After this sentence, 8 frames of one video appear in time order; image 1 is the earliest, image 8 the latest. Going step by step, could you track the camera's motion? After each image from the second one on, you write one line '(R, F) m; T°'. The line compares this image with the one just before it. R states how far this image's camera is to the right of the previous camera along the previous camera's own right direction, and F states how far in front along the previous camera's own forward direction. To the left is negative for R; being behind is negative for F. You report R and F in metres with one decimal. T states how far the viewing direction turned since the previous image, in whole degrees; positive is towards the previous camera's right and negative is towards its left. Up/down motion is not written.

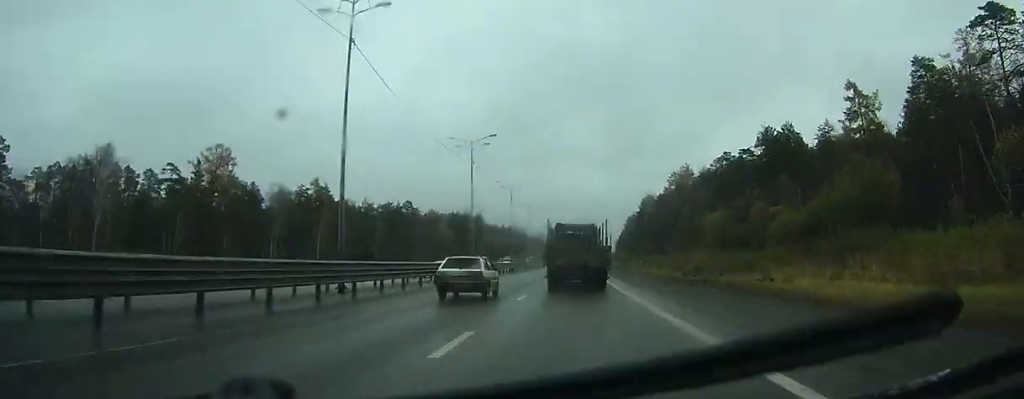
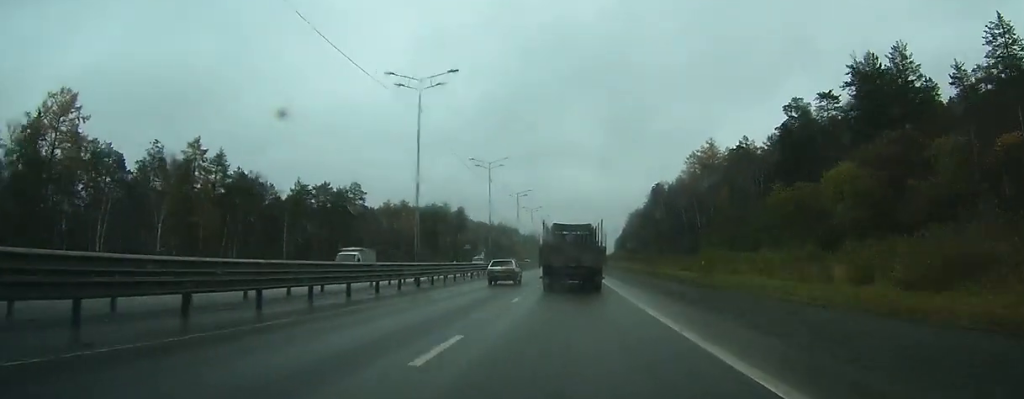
(+0.3, +48.4) m; 0°
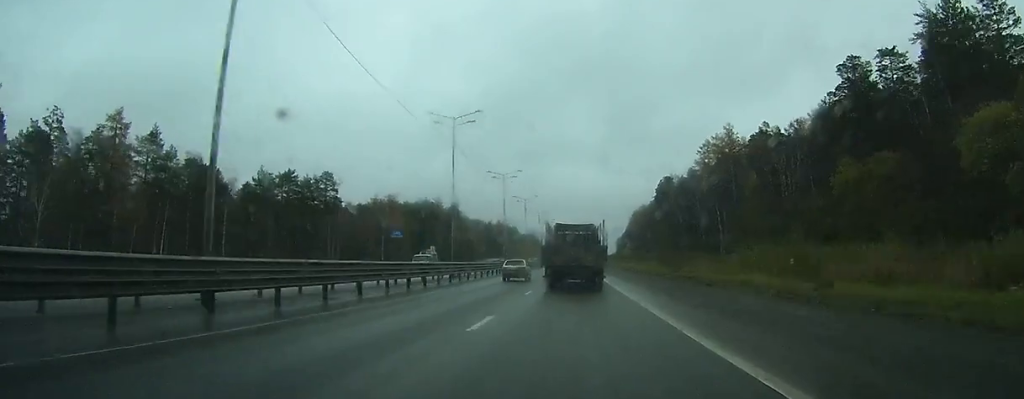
(+0.2, +20.3) m; 0°
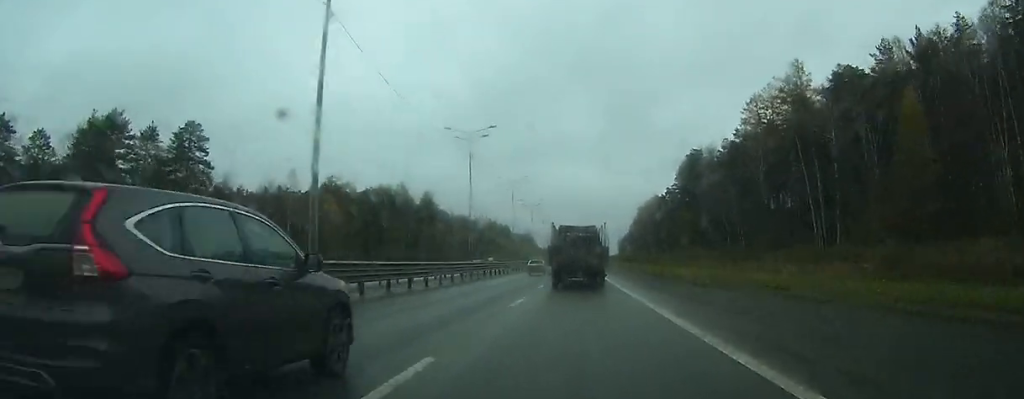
(-0.3, +53.7) m; 0°
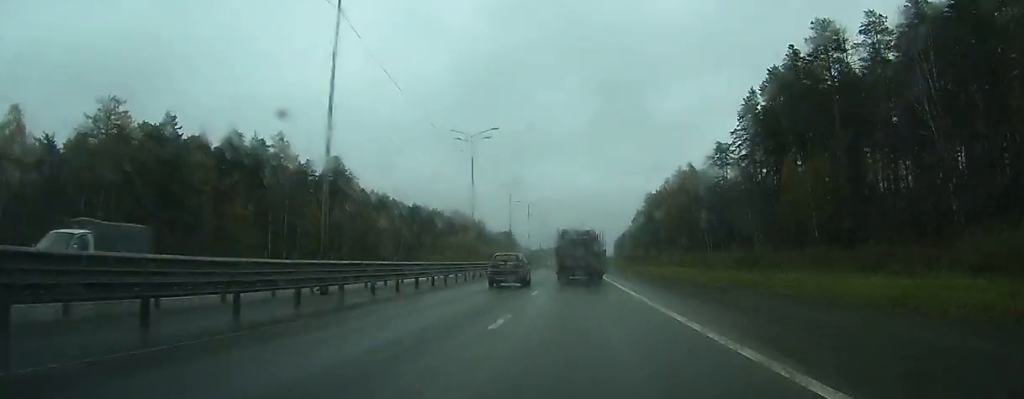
(+0.7, +89.2) m; +1°
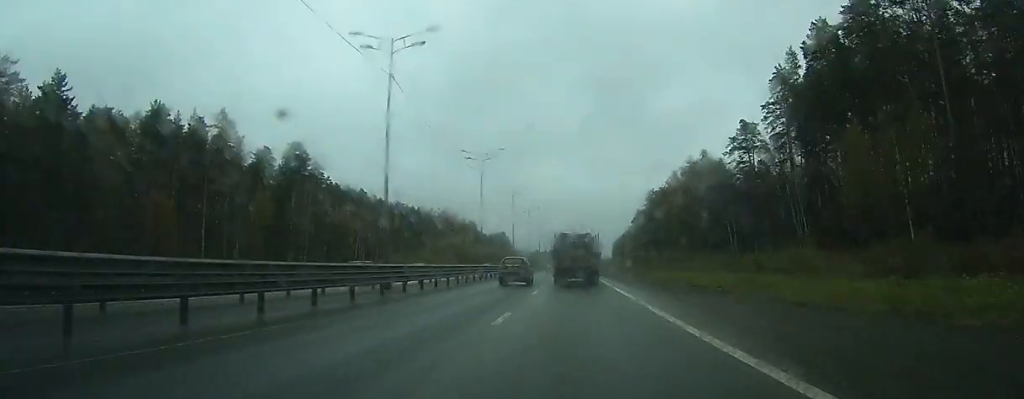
(0.0, +22.4) m; 0°
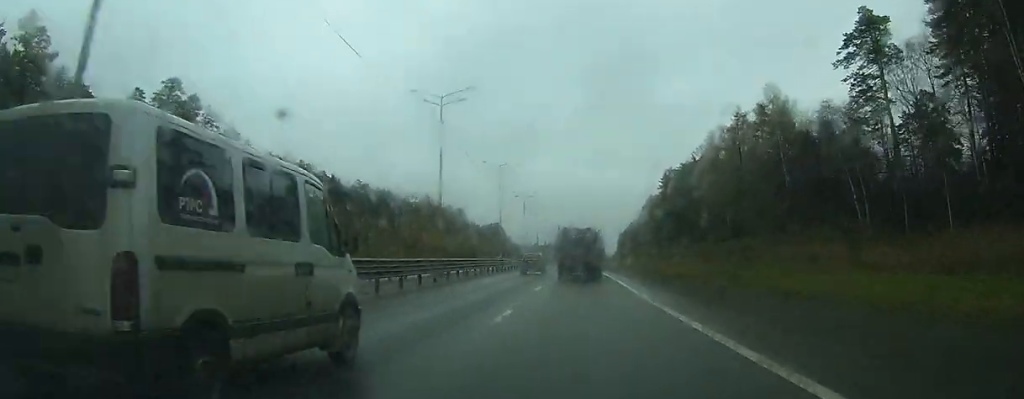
(+0.3, +48.2) m; 0°
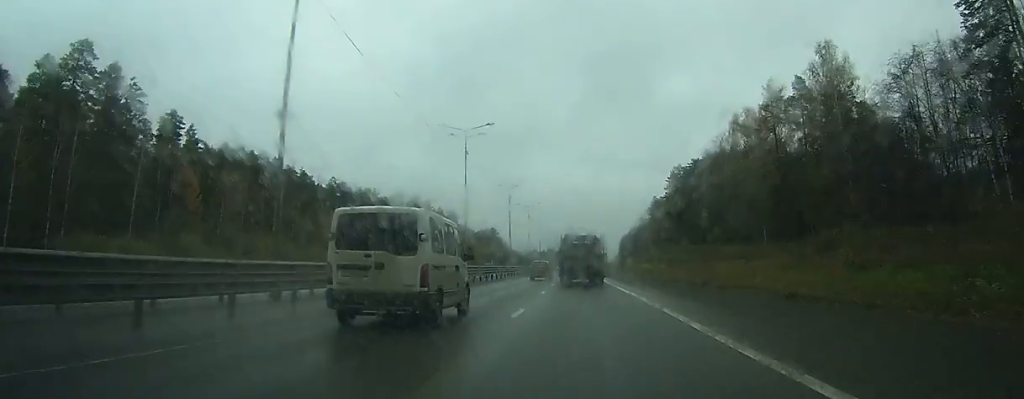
(0.0, +21.4) m; 0°
